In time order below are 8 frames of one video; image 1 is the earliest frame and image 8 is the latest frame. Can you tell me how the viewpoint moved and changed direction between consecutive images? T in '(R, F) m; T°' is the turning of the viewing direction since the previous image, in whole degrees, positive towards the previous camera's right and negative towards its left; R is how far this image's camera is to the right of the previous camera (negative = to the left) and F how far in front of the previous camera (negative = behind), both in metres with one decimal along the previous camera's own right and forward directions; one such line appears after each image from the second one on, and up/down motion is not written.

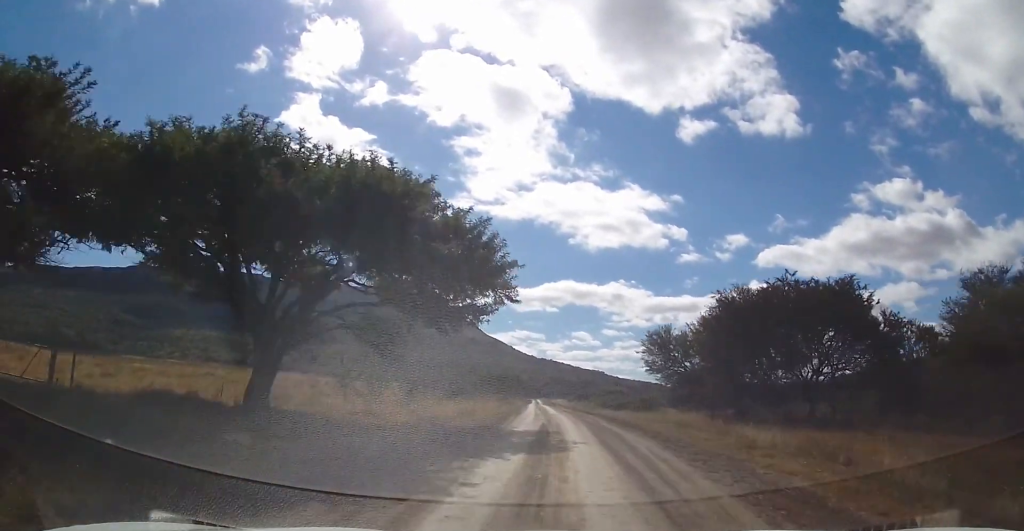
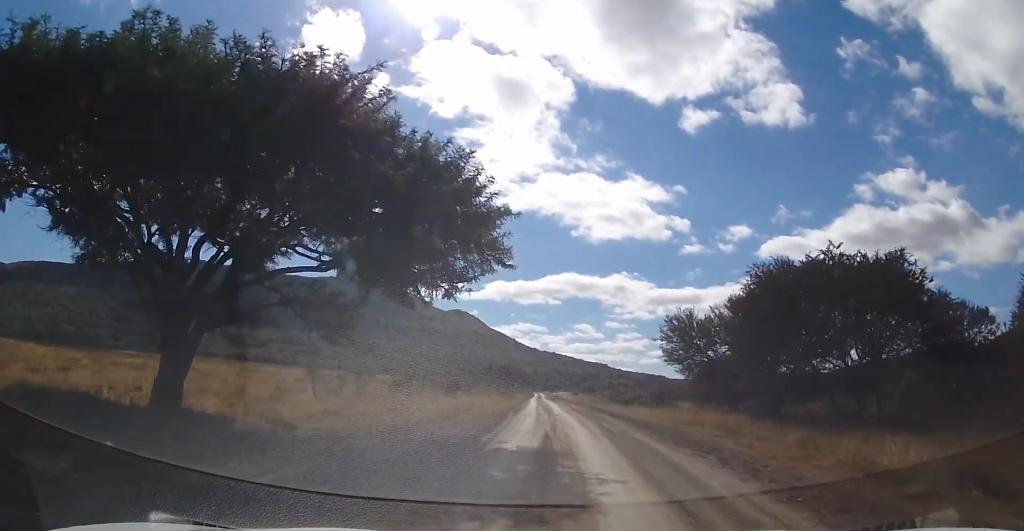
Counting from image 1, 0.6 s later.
(0.0, +6.0) m; 0°
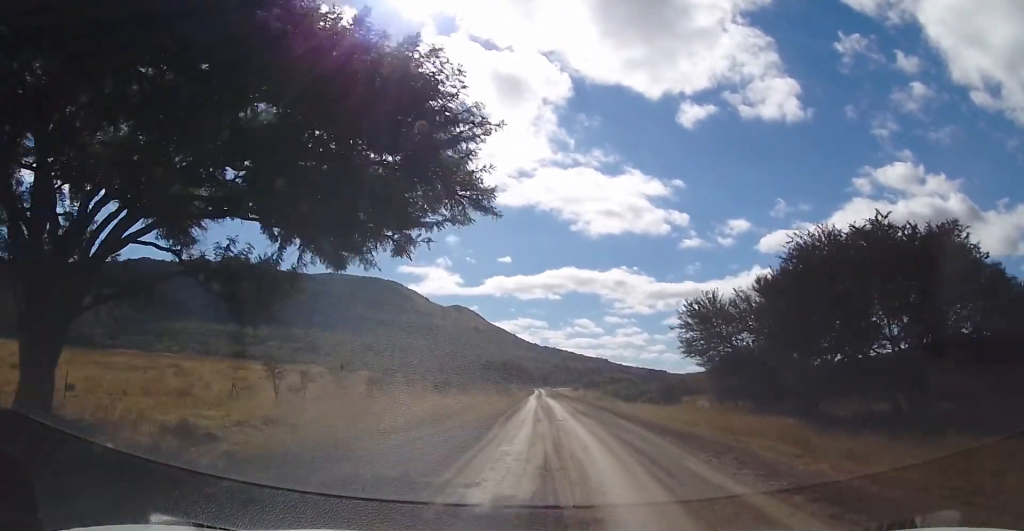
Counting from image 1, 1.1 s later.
(+0.1, +5.2) m; +1°
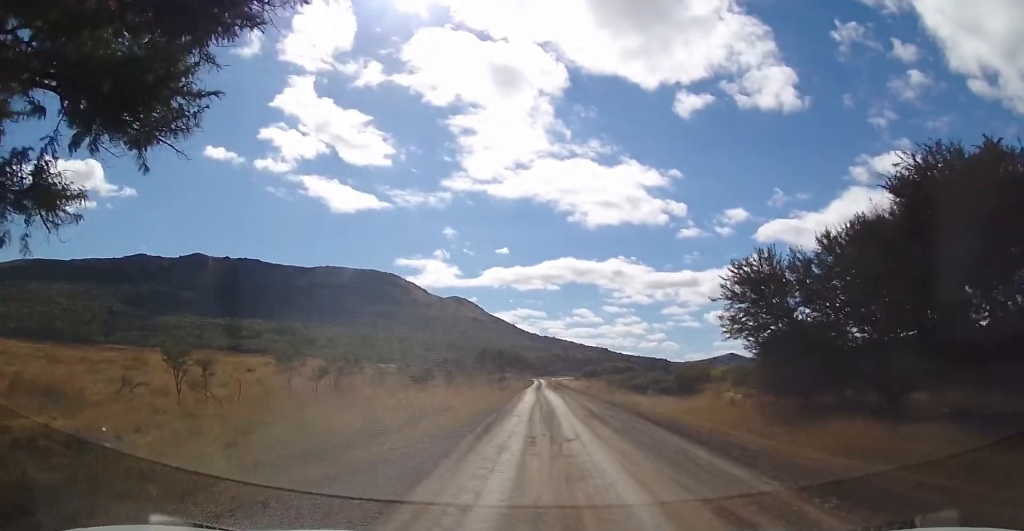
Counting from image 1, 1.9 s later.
(0.0, +8.8) m; -2°
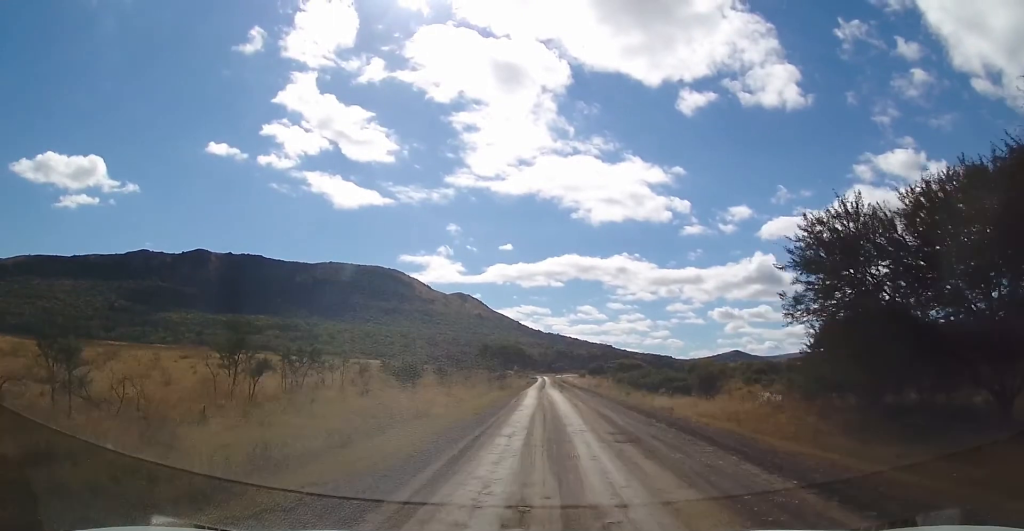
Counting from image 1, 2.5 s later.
(-0.1, +7.6) m; -1°
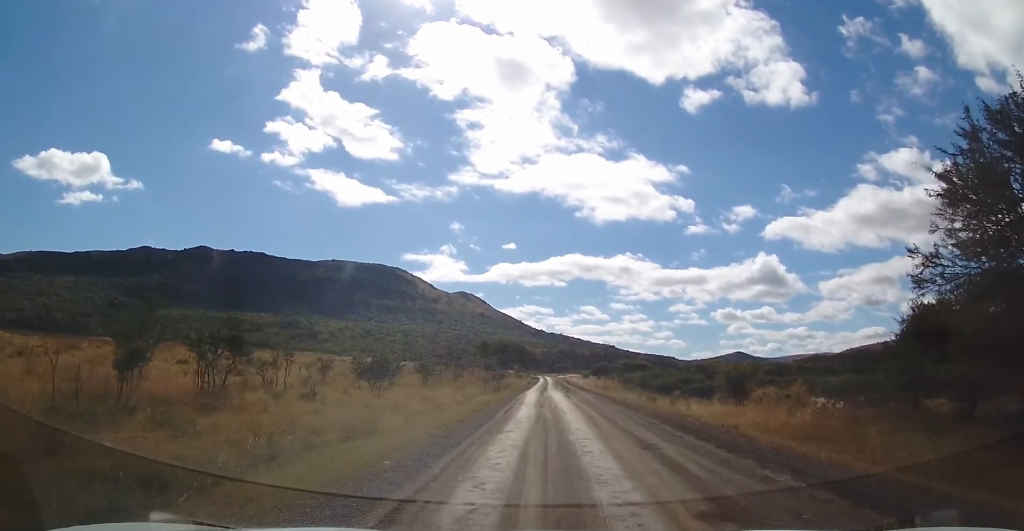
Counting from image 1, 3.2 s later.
(-0.3, +8.3) m; 0°
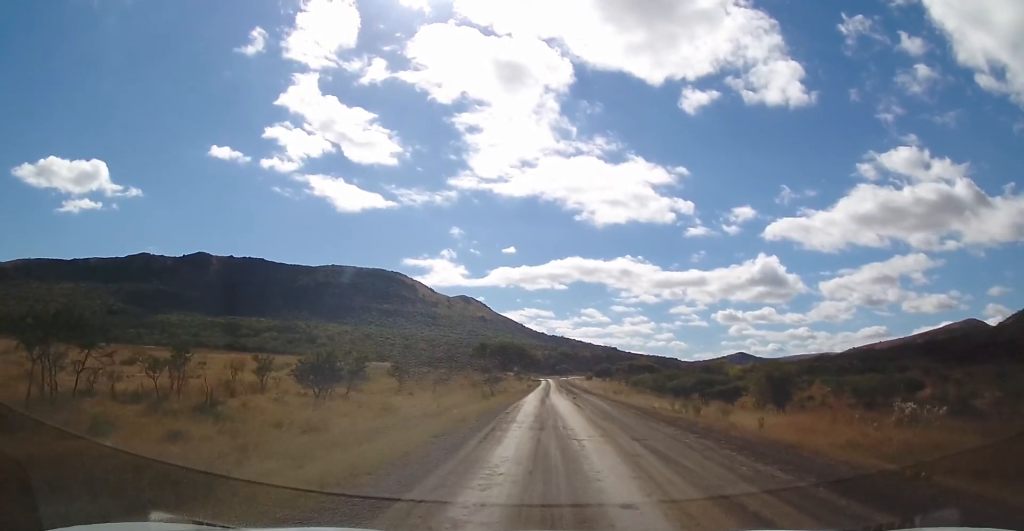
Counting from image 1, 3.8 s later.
(+0.2, +8.8) m; +1°
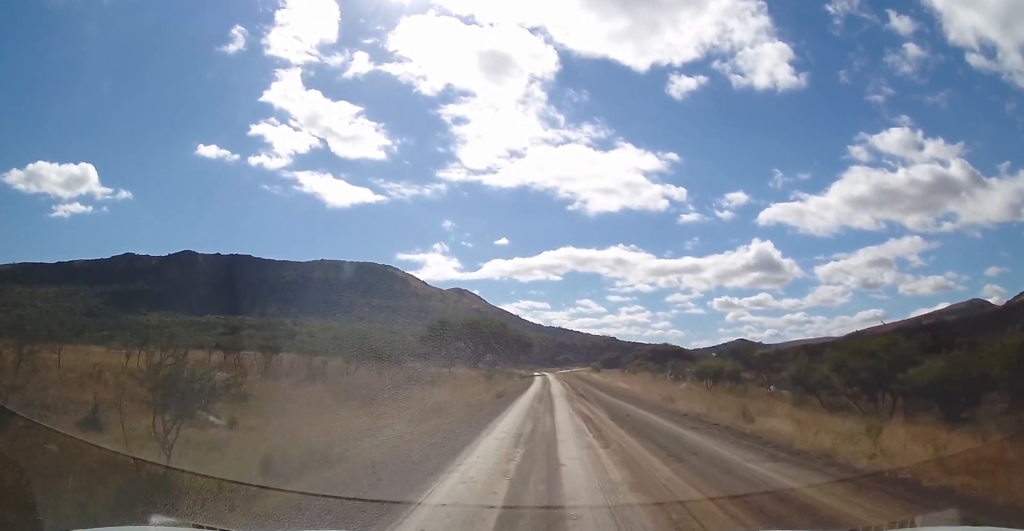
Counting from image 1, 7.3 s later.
(-0.9, +50.6) m; -2°
